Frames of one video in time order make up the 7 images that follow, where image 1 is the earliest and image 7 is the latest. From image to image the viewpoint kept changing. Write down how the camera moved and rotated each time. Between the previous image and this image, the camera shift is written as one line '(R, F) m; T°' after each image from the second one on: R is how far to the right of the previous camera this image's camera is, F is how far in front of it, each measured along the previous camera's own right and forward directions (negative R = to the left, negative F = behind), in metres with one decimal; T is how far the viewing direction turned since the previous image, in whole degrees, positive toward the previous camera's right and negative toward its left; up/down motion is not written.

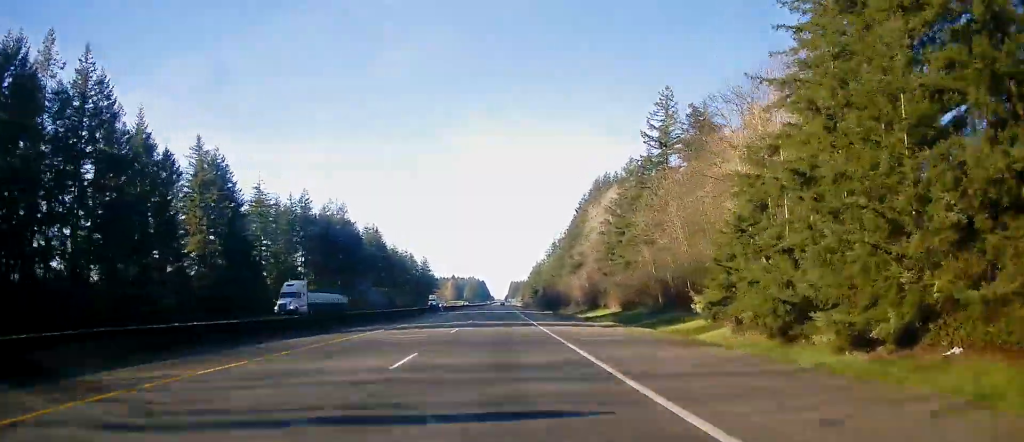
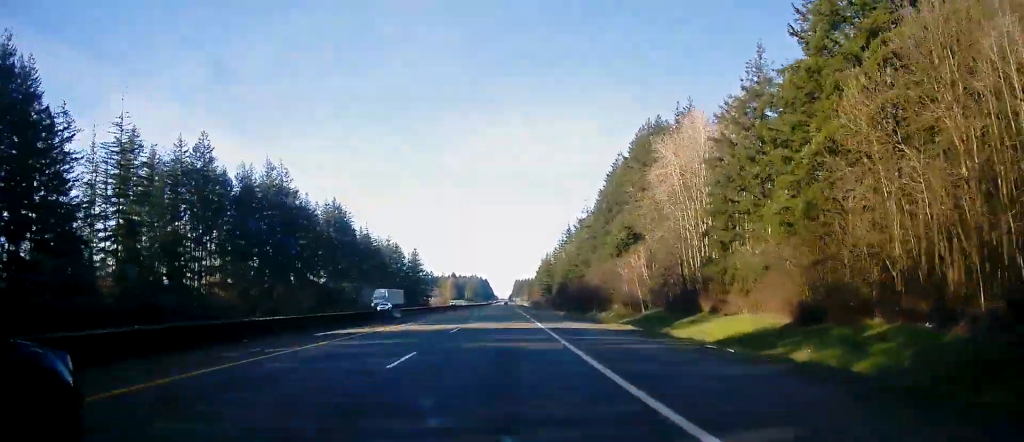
(0.0, +48.9) m; 0°
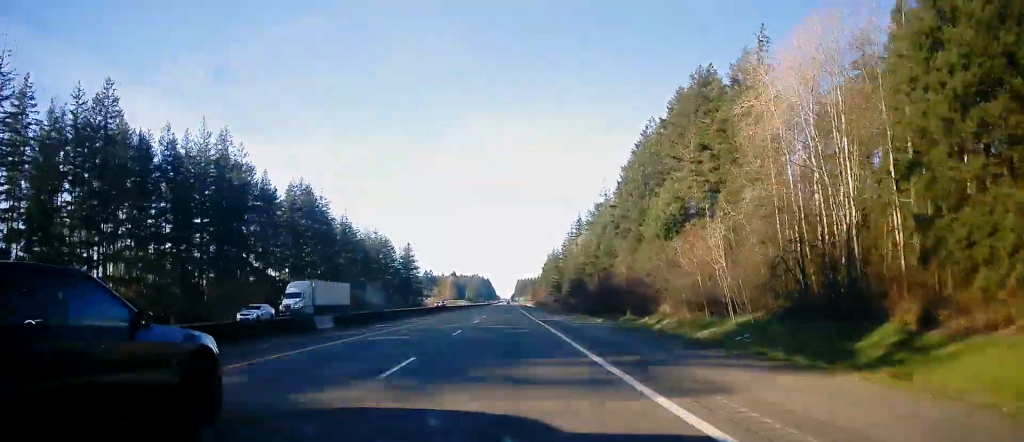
(0.0, +25.5) m; 0°
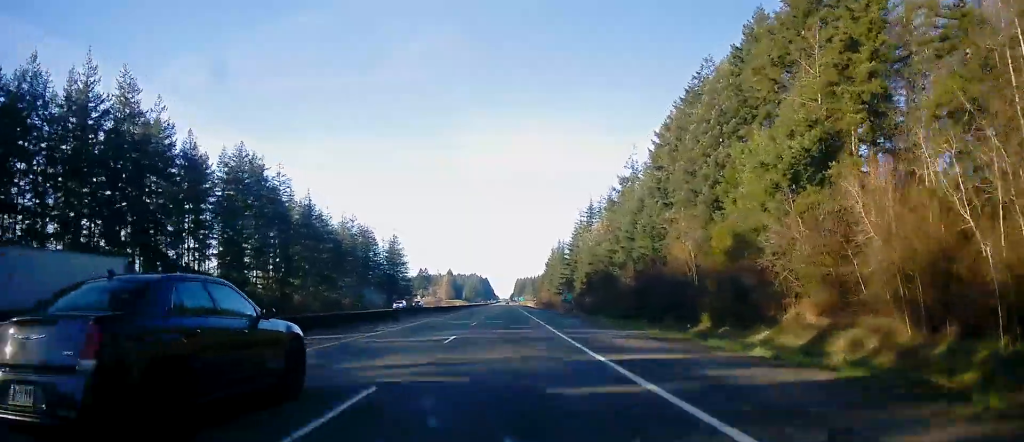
(0.0, +28.6) m; 0°
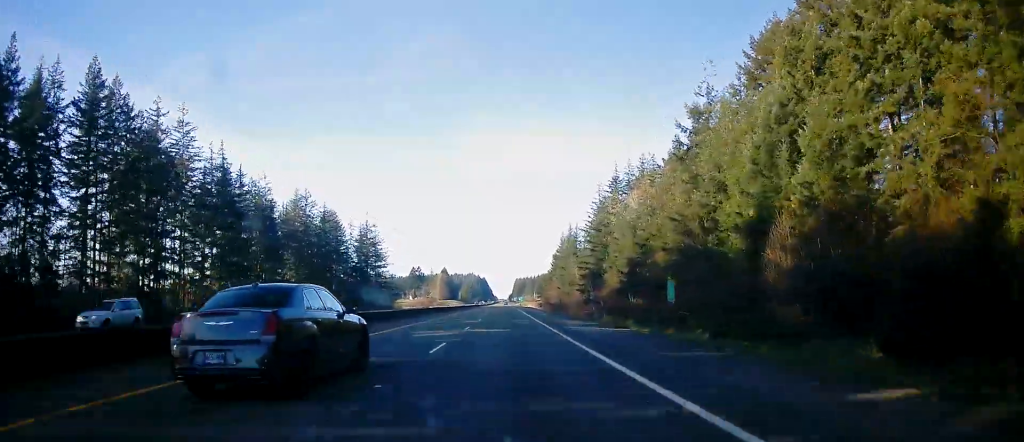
(0.0, +39.7) m; 0°
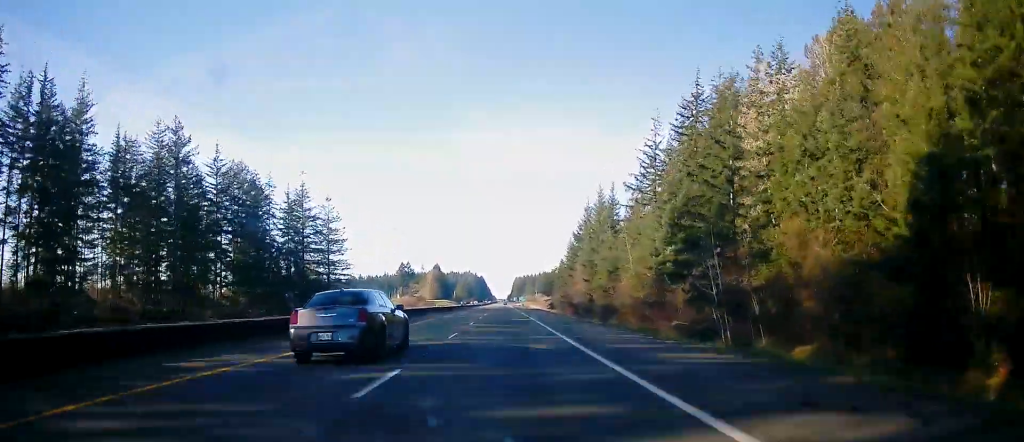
(0.0, +55.1) m; 0°
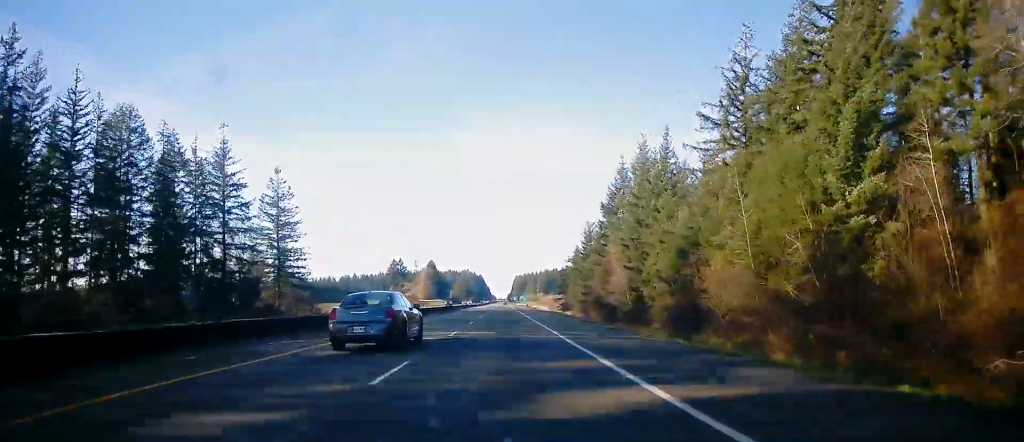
(0.0, +35.2) m; 0°
